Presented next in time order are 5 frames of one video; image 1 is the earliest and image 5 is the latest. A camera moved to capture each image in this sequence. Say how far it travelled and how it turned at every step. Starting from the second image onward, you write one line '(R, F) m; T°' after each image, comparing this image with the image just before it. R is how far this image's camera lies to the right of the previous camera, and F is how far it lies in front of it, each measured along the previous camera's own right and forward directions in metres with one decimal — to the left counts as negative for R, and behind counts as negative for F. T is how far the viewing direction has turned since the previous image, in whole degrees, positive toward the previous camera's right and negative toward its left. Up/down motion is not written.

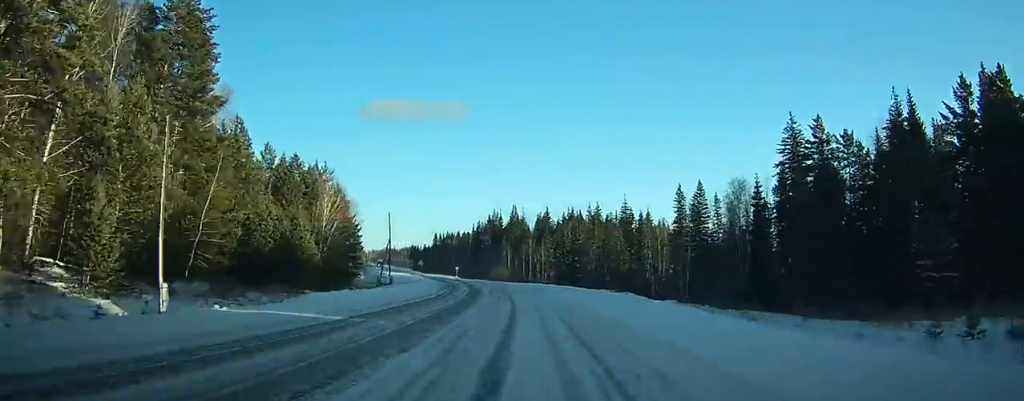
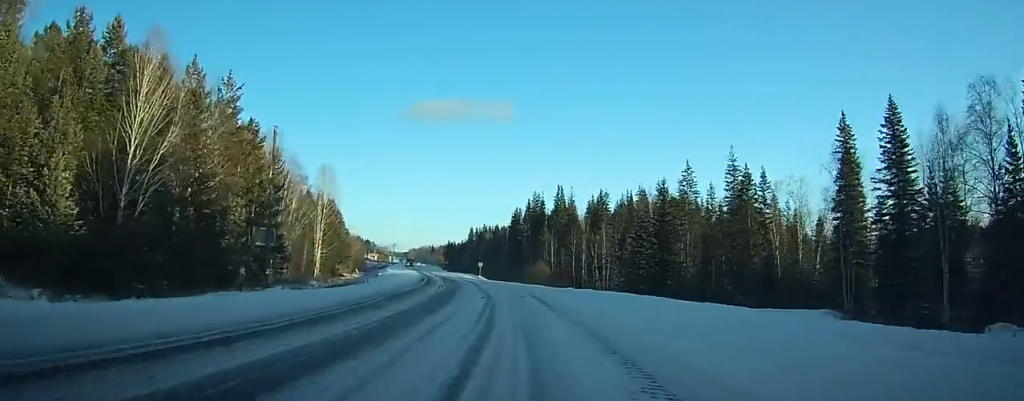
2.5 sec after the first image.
(-2.2, +41.6) m; -5°
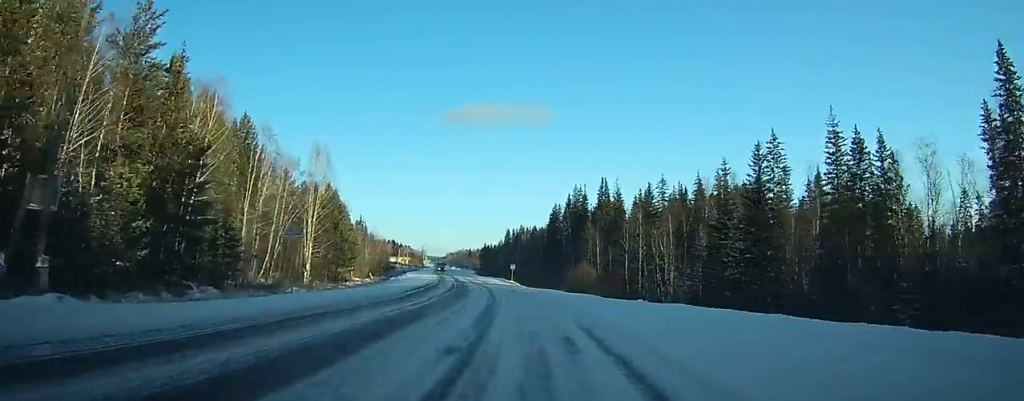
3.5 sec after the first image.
(+0.1, +18.0) m; -2°
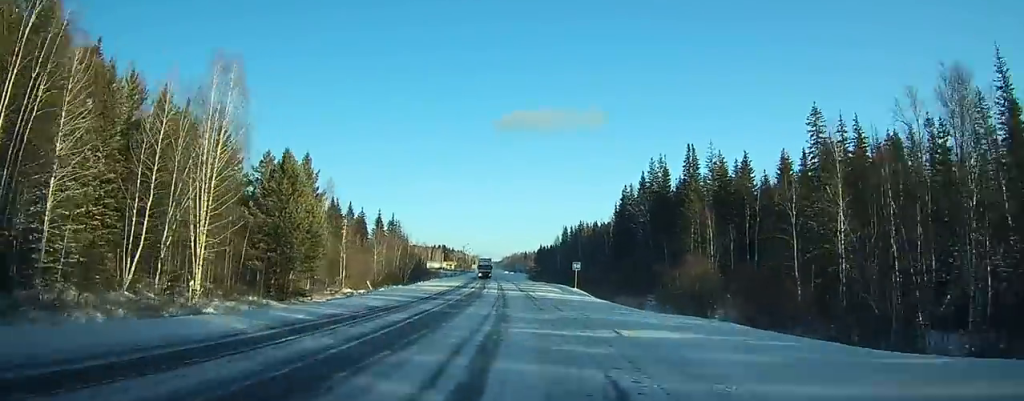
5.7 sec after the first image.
(-1.3, +36.0) m; -5°
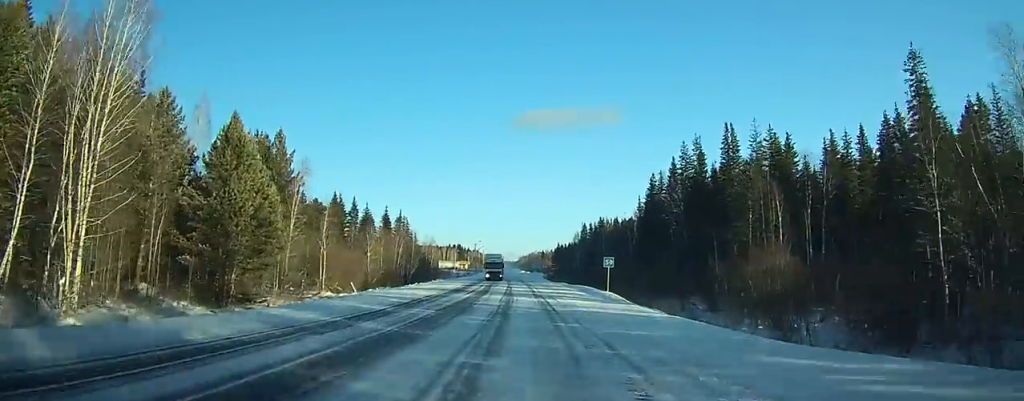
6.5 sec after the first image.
(-0.7, +13.8) m; -2°
